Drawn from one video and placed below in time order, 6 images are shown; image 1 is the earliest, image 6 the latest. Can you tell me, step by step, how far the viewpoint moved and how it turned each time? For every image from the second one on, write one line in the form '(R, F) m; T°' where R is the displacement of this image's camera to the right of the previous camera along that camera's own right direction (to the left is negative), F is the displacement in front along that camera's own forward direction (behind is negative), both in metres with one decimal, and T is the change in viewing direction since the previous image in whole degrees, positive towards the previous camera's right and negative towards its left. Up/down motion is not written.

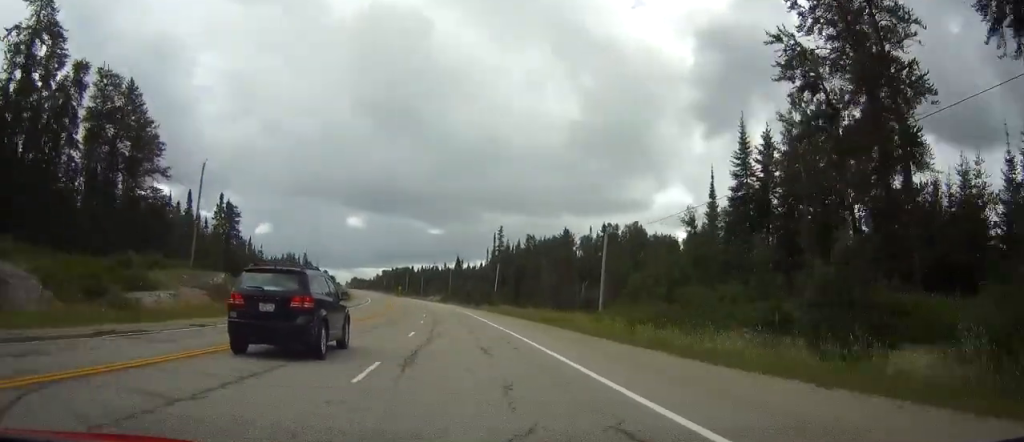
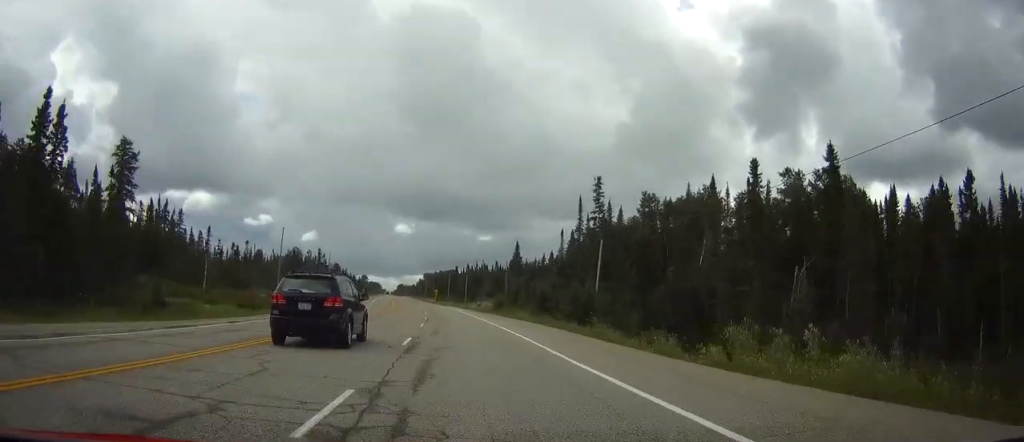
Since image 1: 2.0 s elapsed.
(-2.4, +64.5) m; -4°
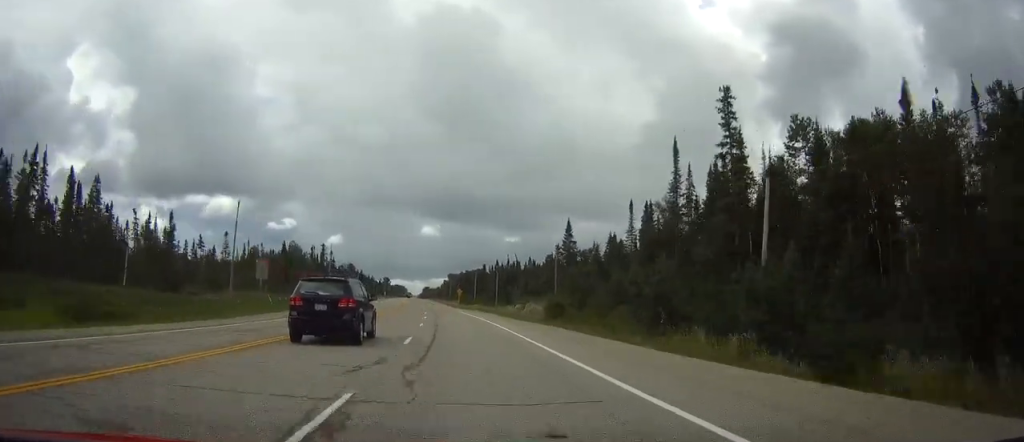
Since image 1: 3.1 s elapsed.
(-0.6, +36.3) m; -2°
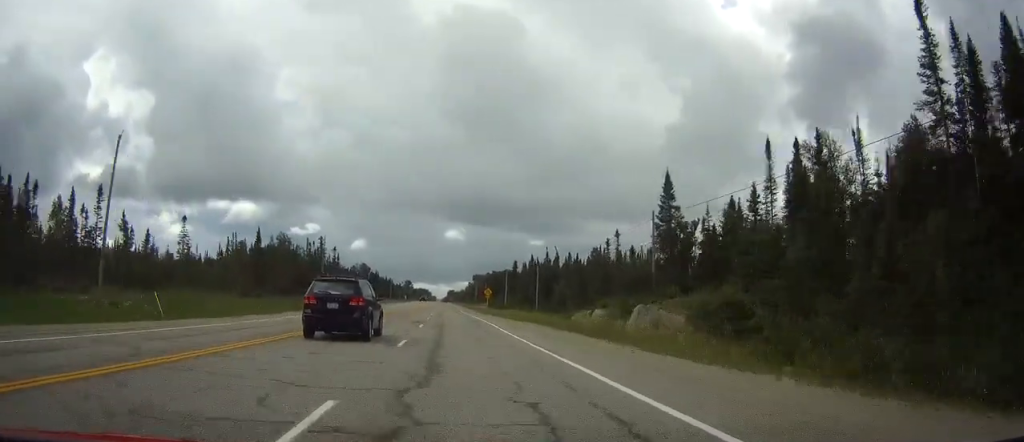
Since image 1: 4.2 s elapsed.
(-0.6, +37.6) m; -2°
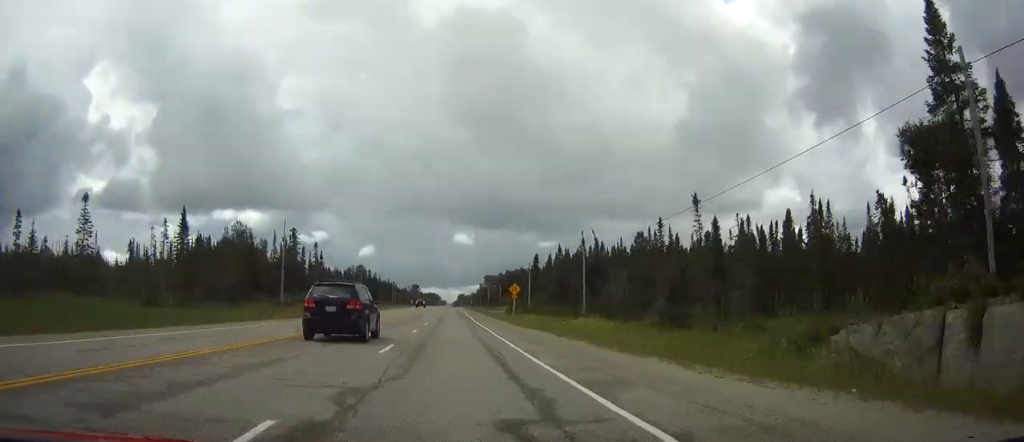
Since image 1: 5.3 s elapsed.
(-0.4, +37.8) m; -1°
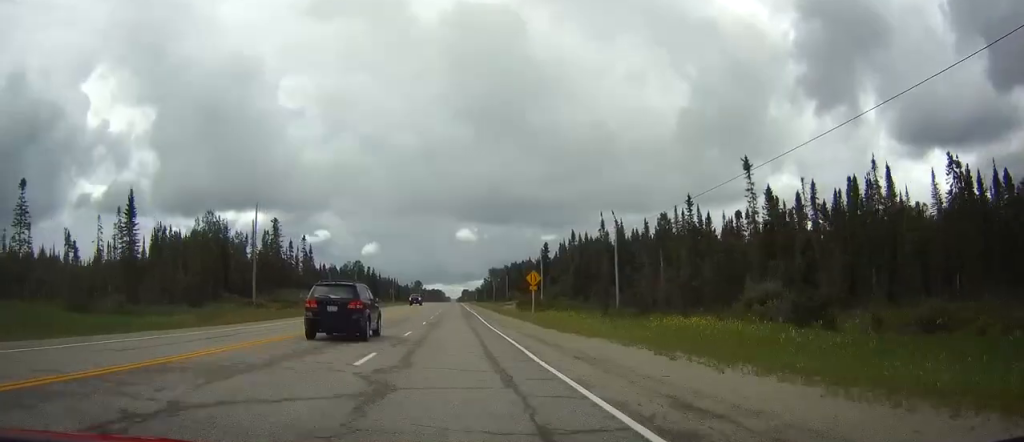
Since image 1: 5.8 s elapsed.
(0.0, +15.7) m; 0°
